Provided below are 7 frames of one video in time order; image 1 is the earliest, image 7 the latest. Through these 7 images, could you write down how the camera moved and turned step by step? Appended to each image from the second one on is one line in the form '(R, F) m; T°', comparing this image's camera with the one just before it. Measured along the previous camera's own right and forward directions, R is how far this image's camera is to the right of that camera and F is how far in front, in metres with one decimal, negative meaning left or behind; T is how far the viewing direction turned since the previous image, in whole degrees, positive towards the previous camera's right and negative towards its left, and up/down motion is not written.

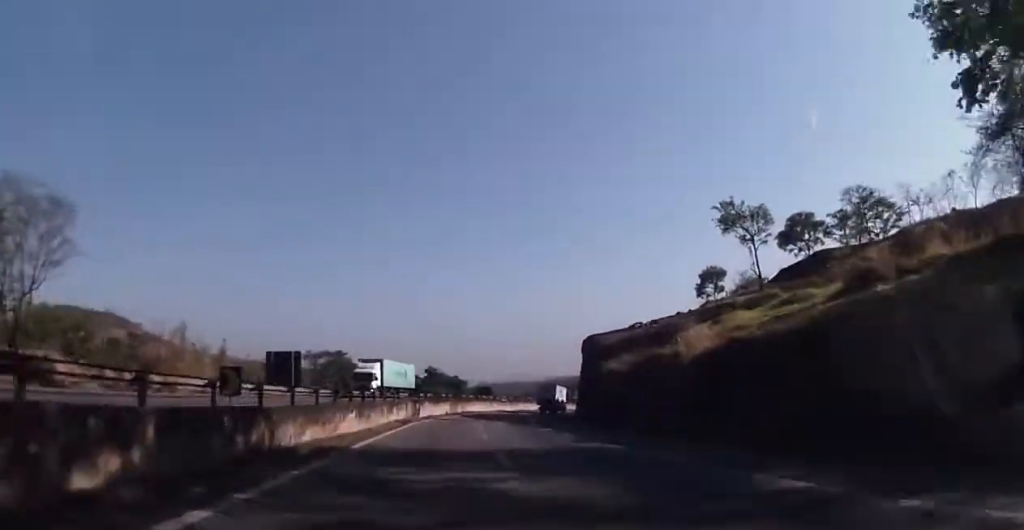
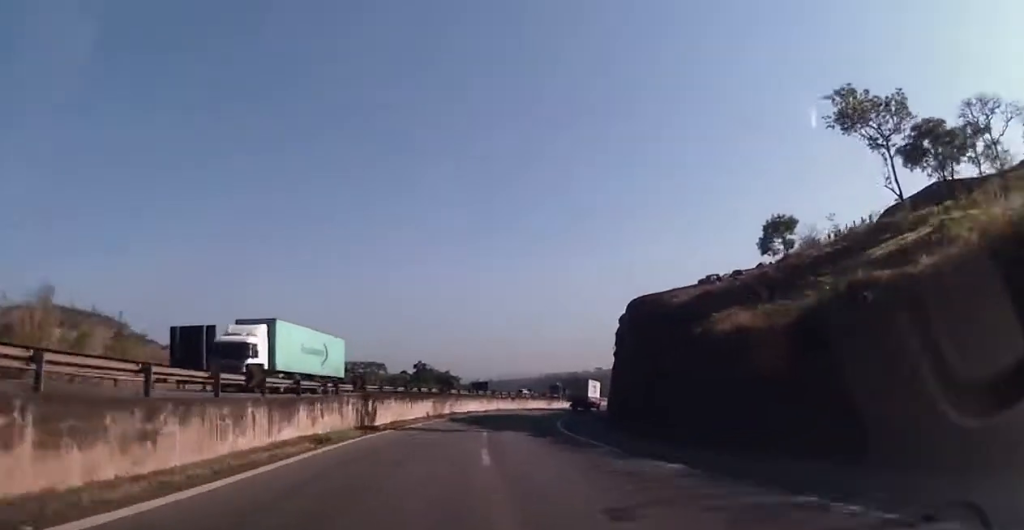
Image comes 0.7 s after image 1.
(0.0, +23.3) m; +1°
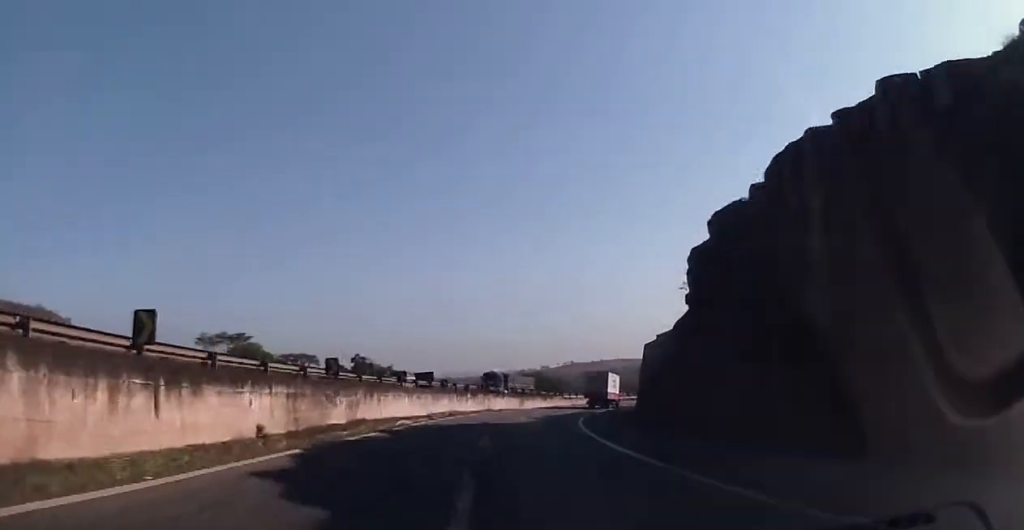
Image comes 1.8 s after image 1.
(+0.8, +32.2) m; +3°
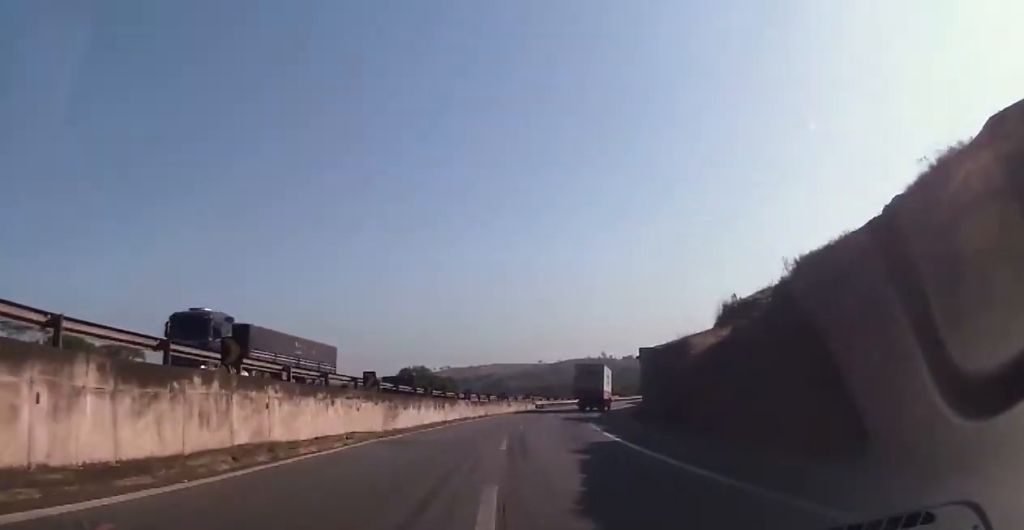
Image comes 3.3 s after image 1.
(+2.4, +46.4) m; +8°
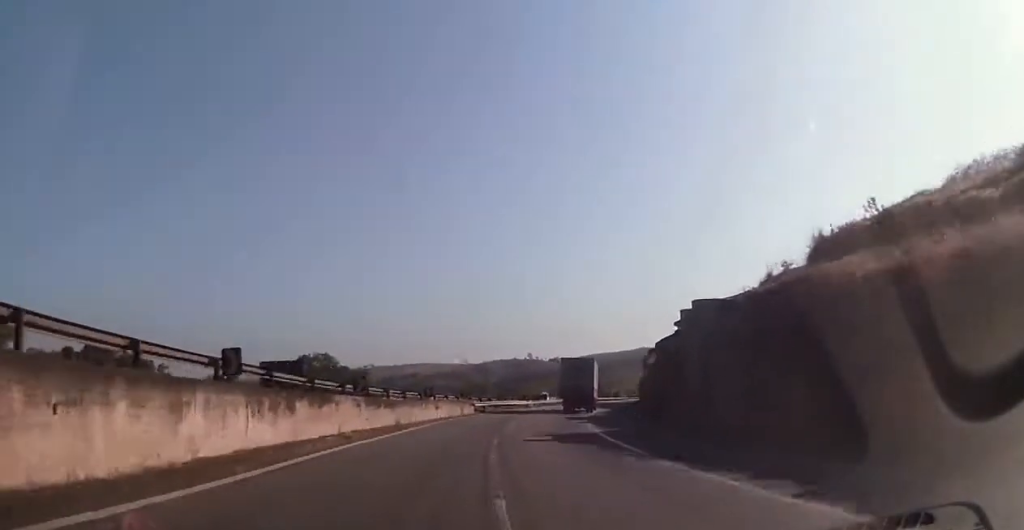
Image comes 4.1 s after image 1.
(+1.2, +24.9) m; +5°
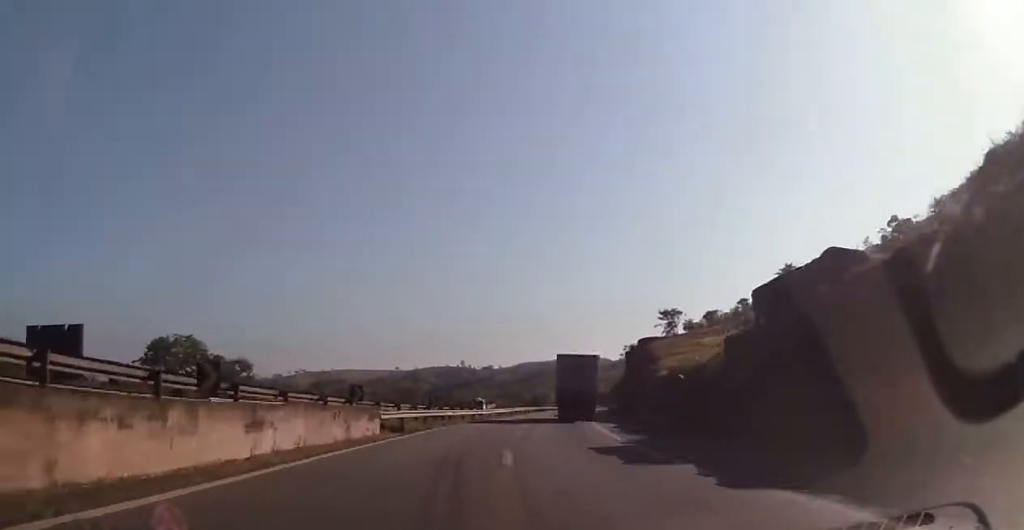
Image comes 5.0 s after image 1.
(+1.3, +26.7) m; +6°
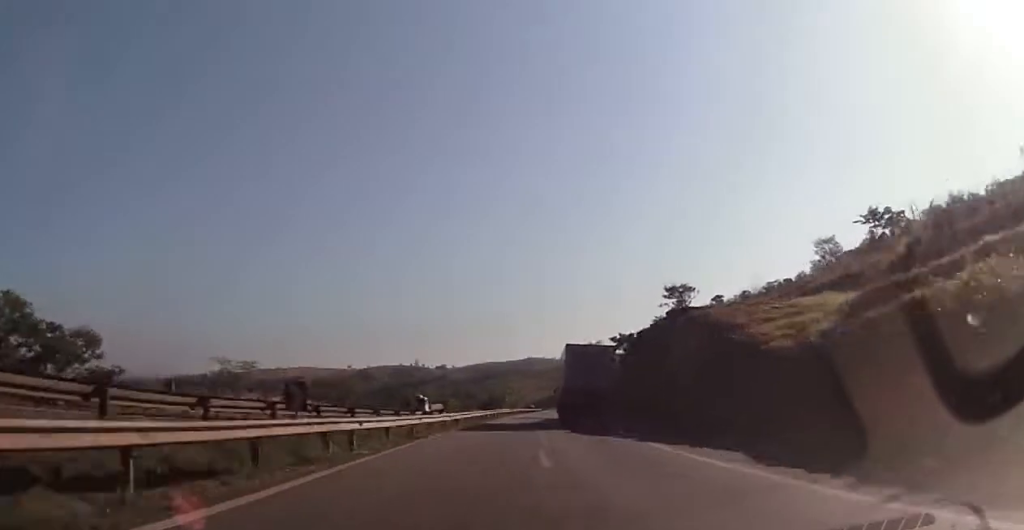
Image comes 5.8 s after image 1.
(+0.9, +22.8) m; +5°
